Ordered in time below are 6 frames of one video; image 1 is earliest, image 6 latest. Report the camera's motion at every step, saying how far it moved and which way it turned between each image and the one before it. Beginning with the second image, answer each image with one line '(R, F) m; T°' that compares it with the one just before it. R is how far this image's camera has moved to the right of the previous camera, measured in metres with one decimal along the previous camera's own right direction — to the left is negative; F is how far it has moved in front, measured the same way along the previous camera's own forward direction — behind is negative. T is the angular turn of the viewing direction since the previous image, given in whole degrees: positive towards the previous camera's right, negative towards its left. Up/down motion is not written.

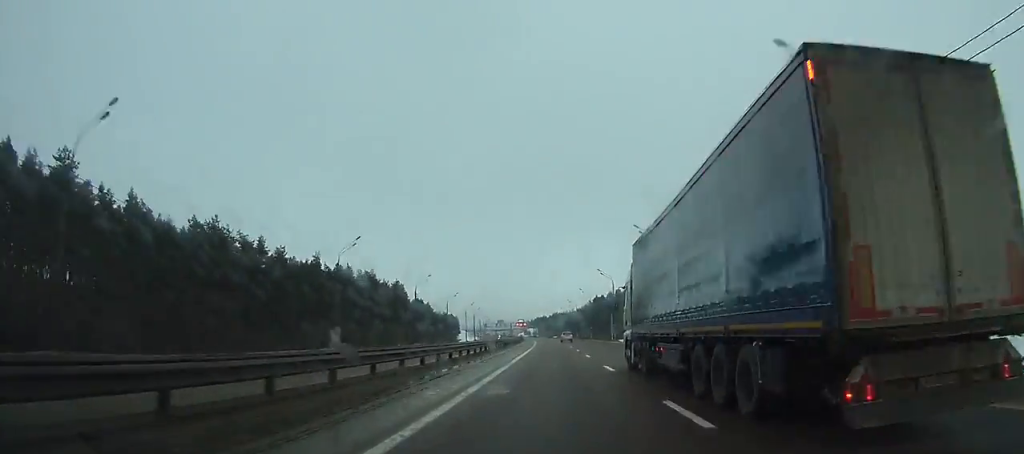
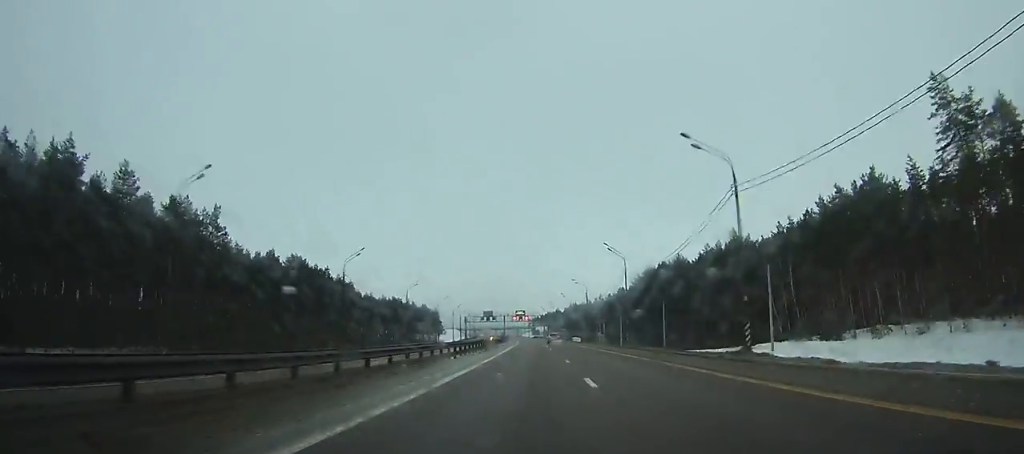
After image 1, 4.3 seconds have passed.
(-1.6, +132.7) m; -2°
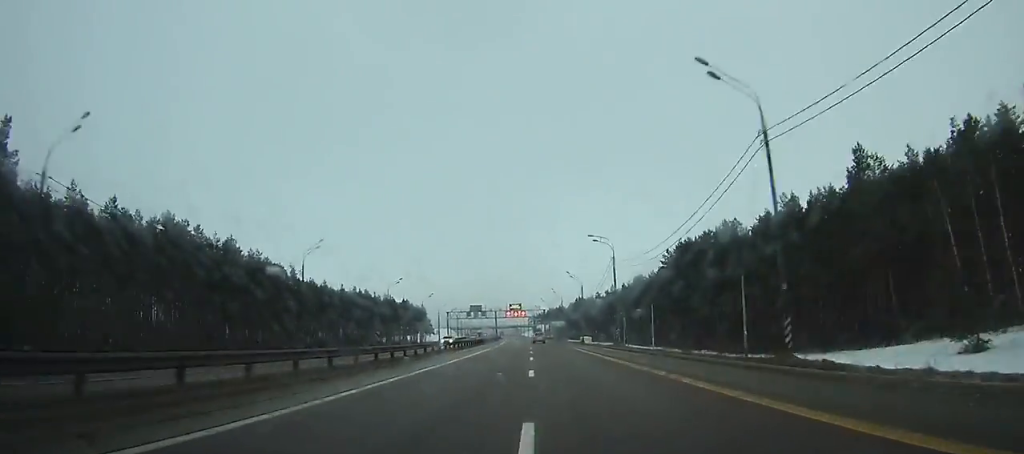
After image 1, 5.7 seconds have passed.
(-0.6, +42.2) m; -1°
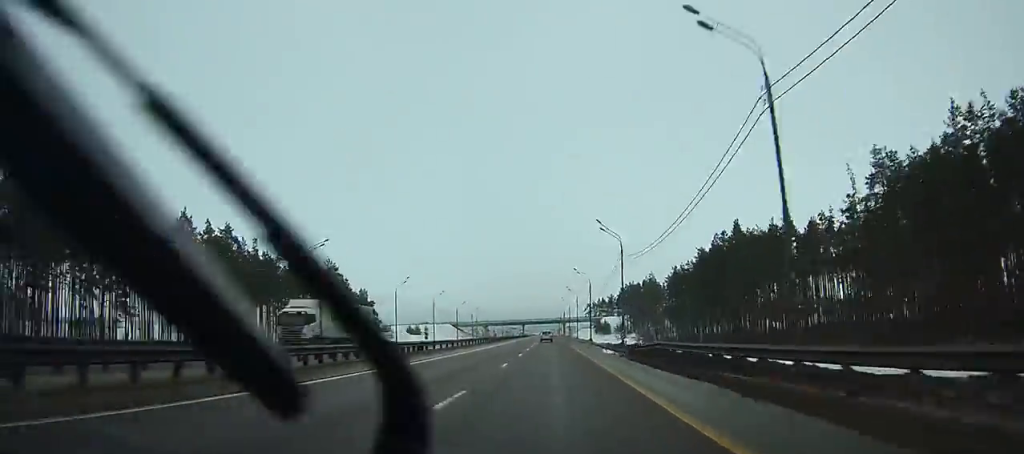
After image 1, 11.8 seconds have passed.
(-6.8, +177.1) m; -4°
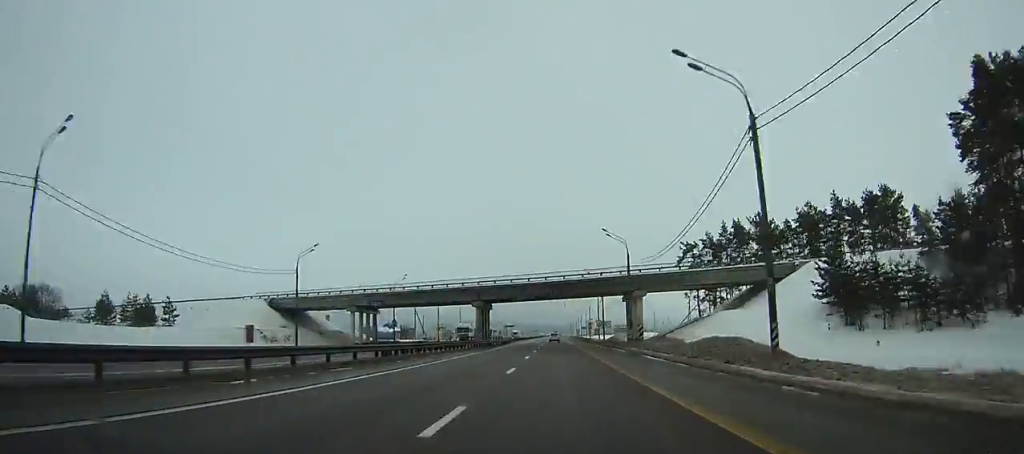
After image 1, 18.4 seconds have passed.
(-3.4, +174.3) m; -1°
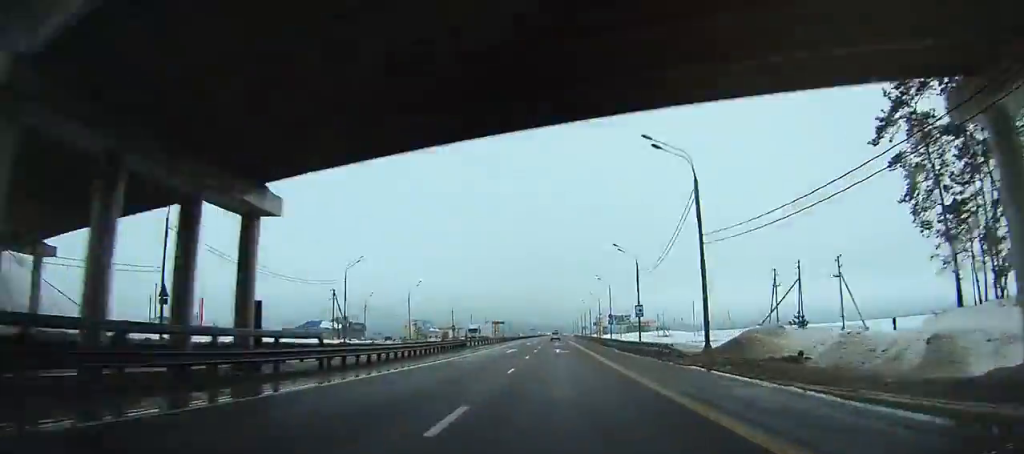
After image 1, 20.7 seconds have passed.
(+0.1, +57.0) m; 0°
